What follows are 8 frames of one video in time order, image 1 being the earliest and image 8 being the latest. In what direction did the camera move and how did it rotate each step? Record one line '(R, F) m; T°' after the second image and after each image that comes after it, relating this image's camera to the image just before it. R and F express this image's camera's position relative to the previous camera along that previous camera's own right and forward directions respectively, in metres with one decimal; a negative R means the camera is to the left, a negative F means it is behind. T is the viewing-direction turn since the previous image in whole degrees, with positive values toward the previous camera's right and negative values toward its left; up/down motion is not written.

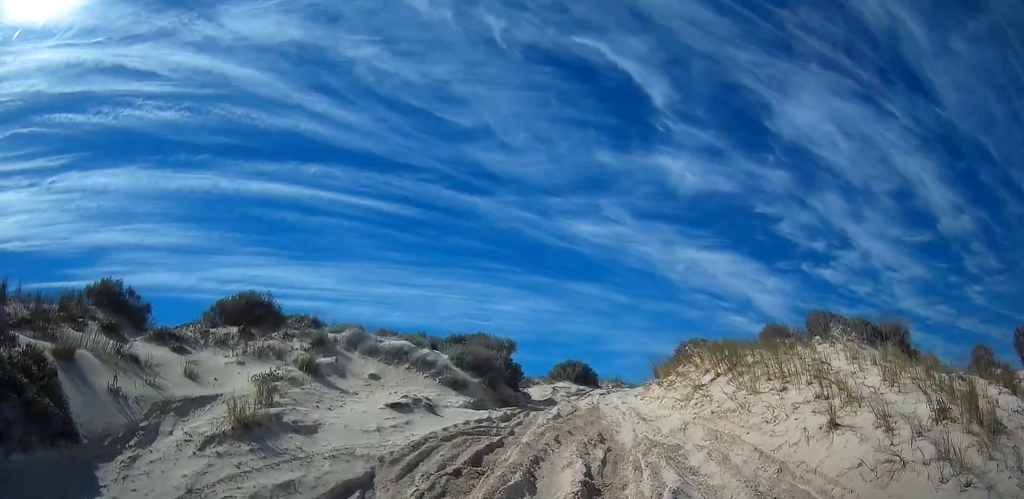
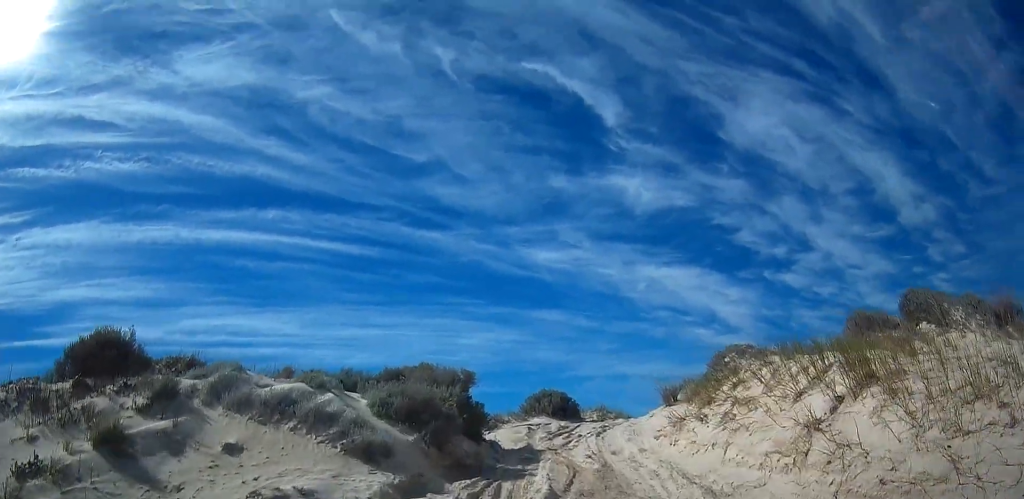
(+0.3, +4.9) m; +6°
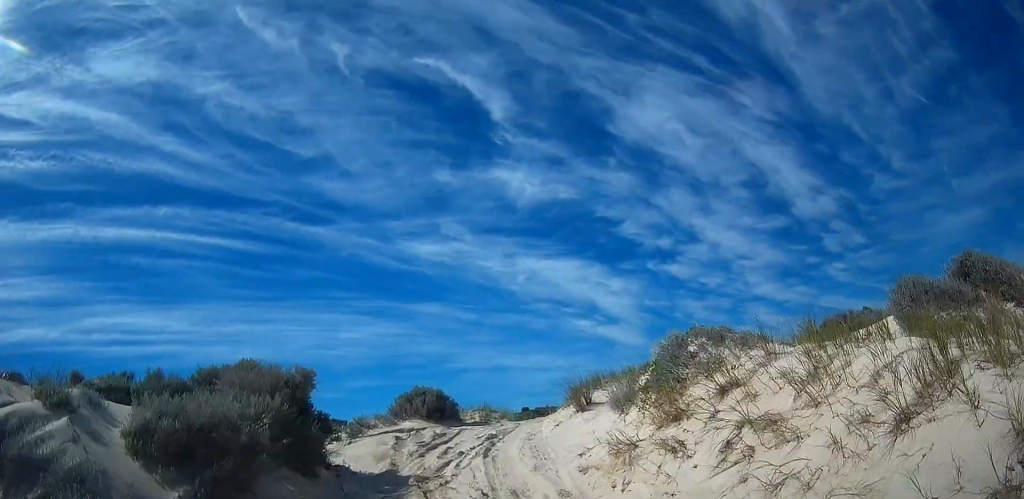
(0.0, +3.6) m; 0°
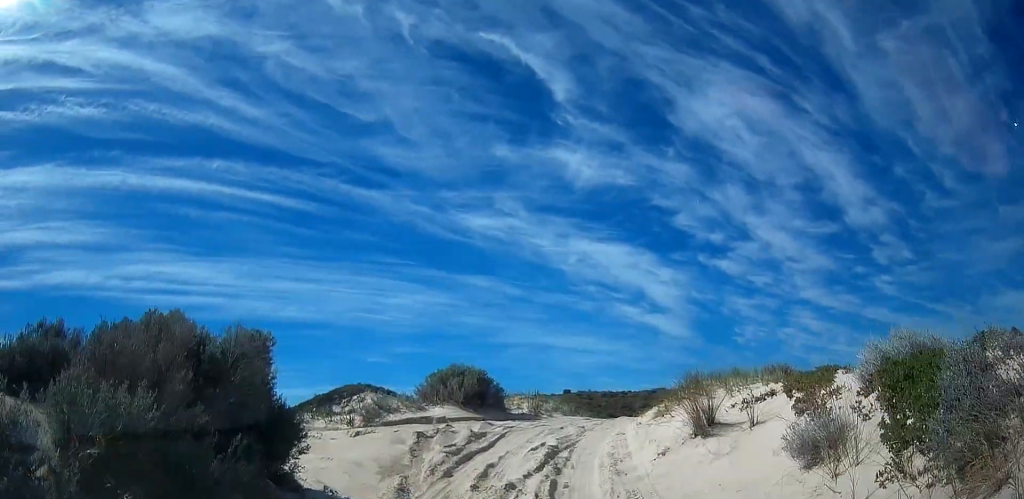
(0.0, +4.0) m; -1°
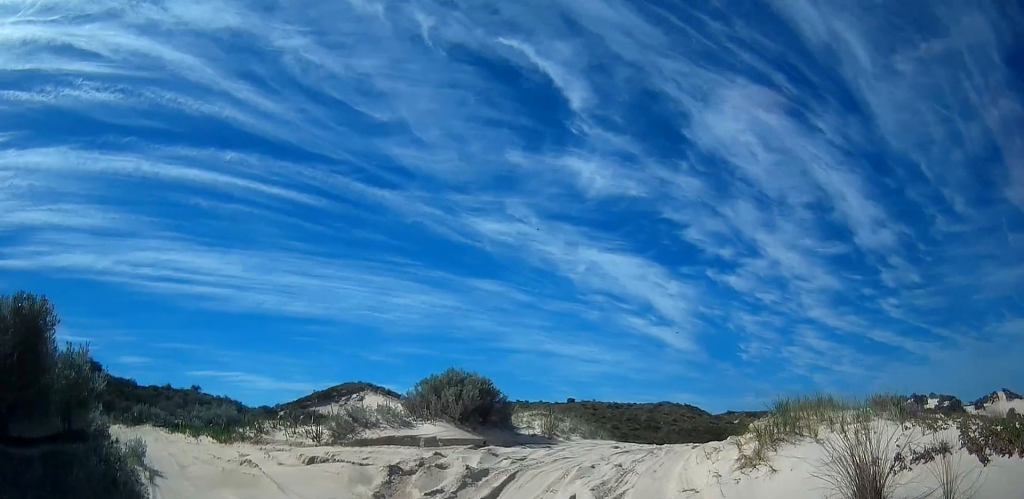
(0.0, +3.5) m; +3°
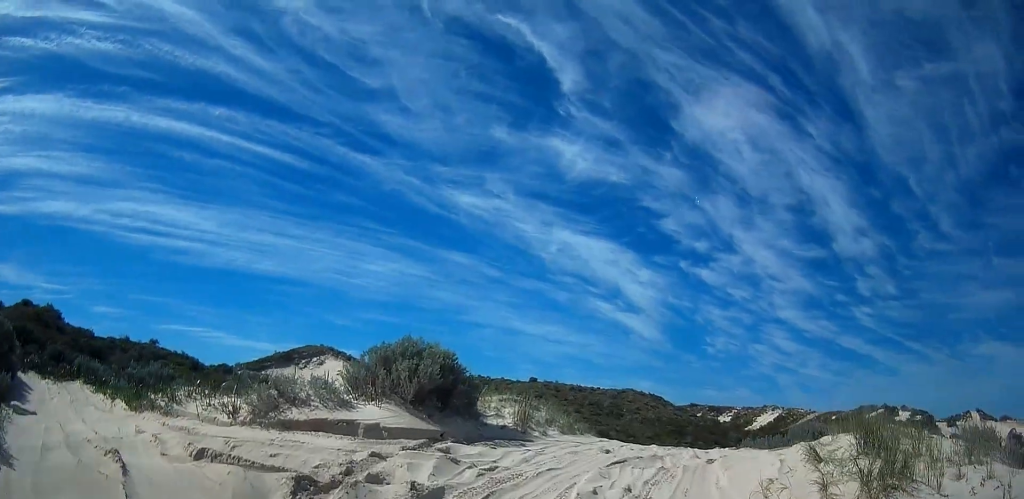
(-0.2, +2.8) m; +6°
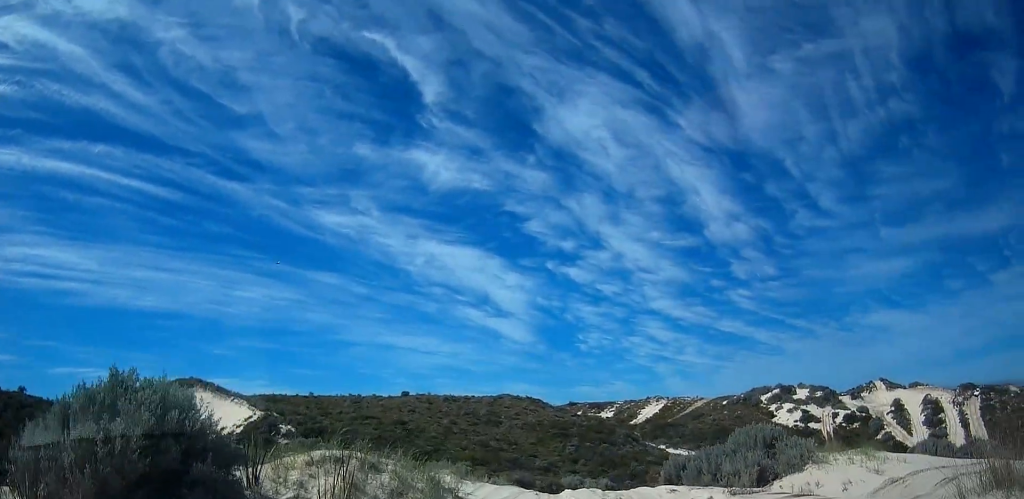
(+1.0, +5.9) m; +7°
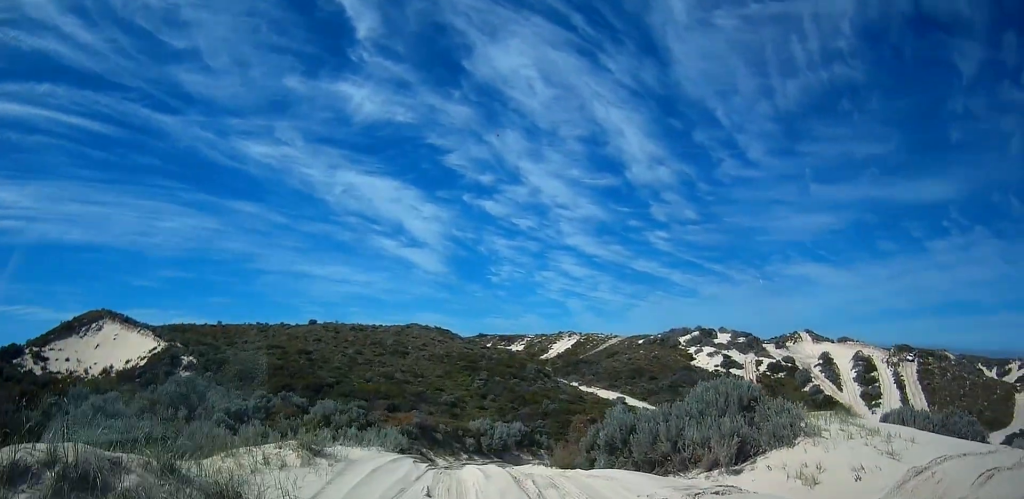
(-0.2, +4.6) m; +7°
